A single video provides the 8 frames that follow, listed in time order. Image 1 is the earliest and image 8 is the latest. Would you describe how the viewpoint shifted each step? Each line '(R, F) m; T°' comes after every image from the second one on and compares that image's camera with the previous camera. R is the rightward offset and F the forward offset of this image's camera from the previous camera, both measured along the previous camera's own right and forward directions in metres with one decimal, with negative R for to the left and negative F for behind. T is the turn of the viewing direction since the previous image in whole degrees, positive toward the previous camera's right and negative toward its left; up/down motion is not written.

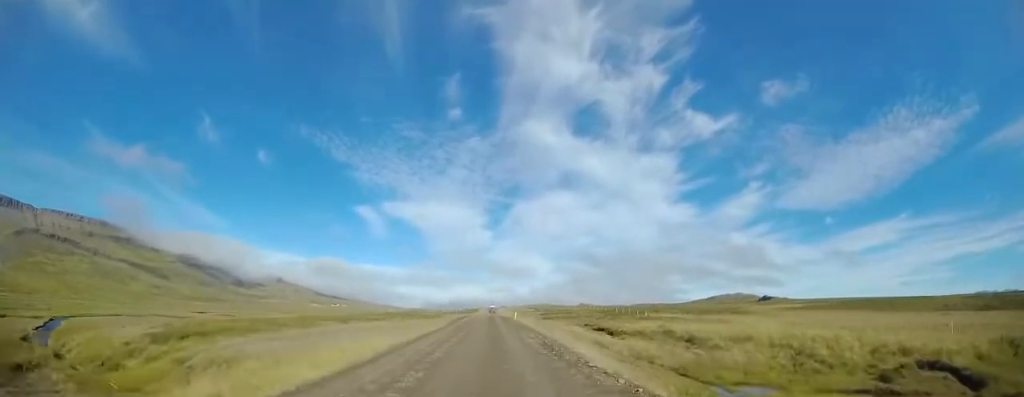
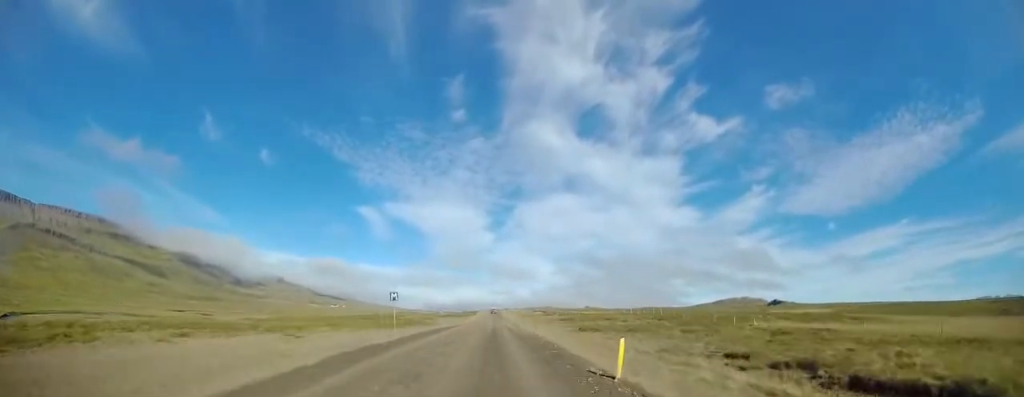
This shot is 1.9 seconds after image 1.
(+0.3, +34.6) m; 0°
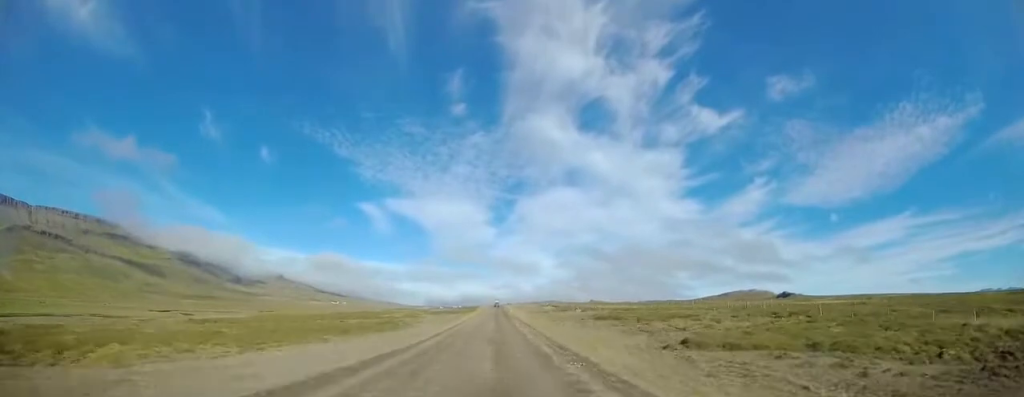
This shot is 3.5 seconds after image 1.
(+0.2, +28.8) m; +1°
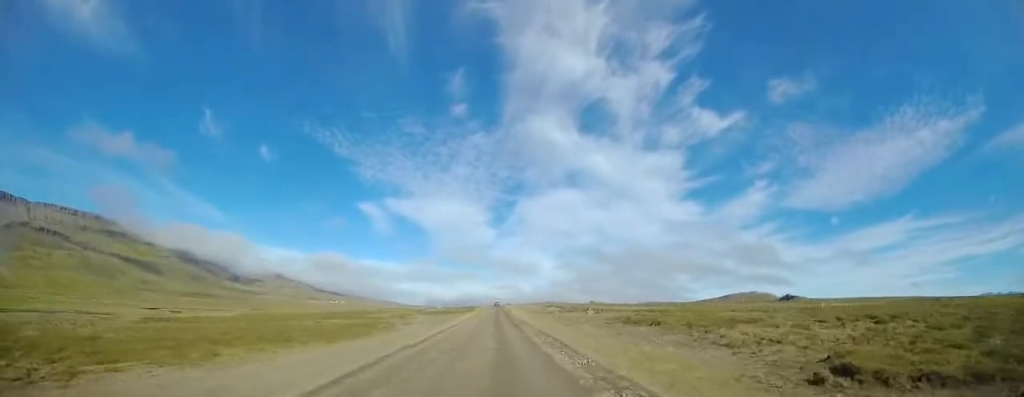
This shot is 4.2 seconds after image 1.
(+0.1, +12.8) m; +1°
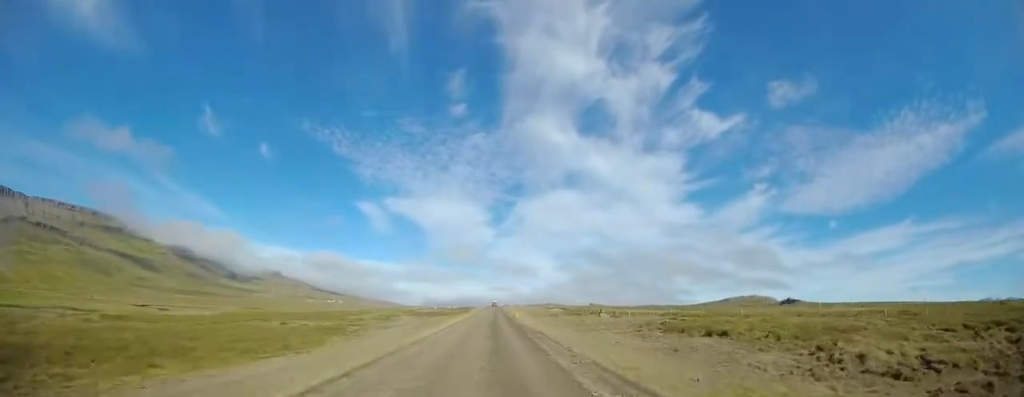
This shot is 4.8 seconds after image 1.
(+0.1, +12.1) m; 0°
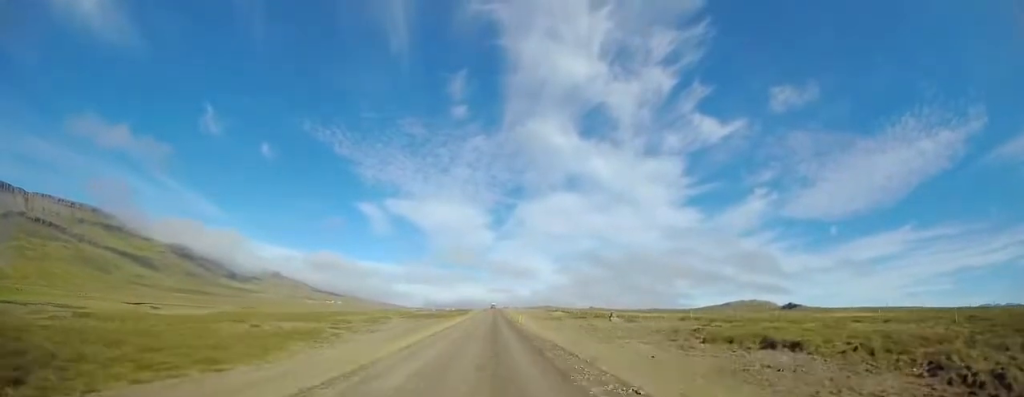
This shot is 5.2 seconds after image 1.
(0.0, +7.3) m; 0°
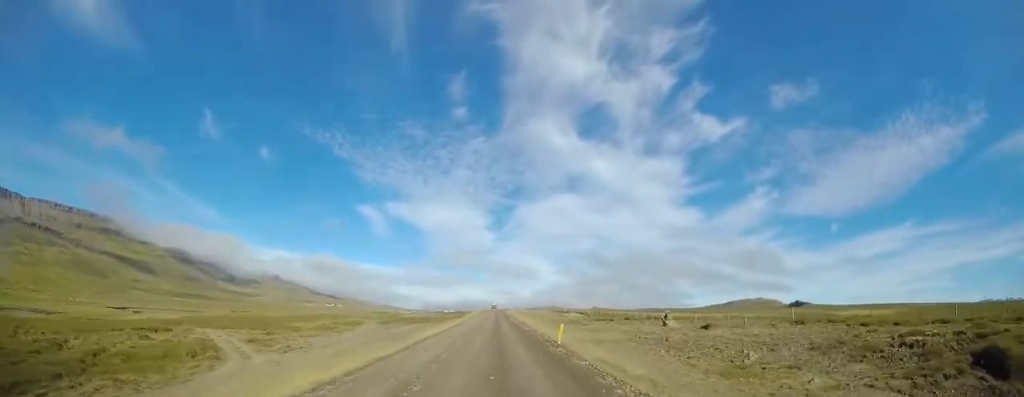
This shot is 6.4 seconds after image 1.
(-0.4, +21.8) m; -1°
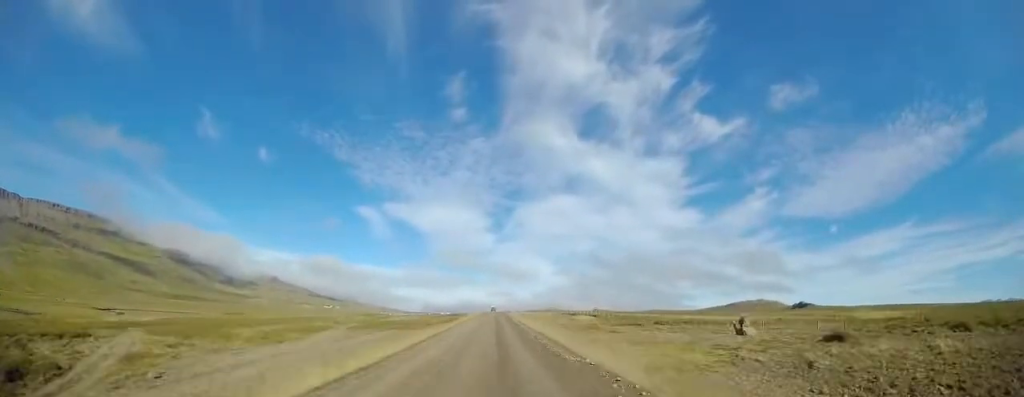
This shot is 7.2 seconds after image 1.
(-0.1, +16.0) m; 0°
